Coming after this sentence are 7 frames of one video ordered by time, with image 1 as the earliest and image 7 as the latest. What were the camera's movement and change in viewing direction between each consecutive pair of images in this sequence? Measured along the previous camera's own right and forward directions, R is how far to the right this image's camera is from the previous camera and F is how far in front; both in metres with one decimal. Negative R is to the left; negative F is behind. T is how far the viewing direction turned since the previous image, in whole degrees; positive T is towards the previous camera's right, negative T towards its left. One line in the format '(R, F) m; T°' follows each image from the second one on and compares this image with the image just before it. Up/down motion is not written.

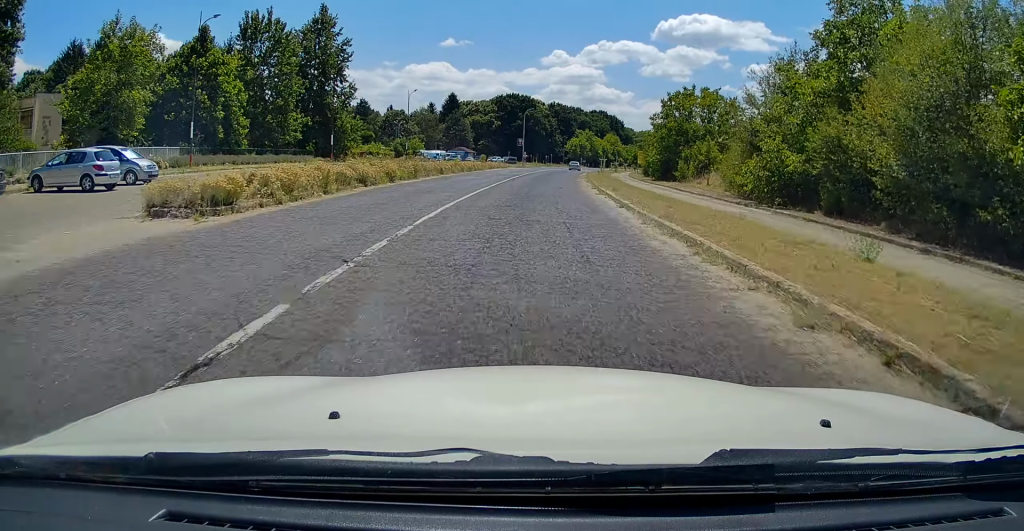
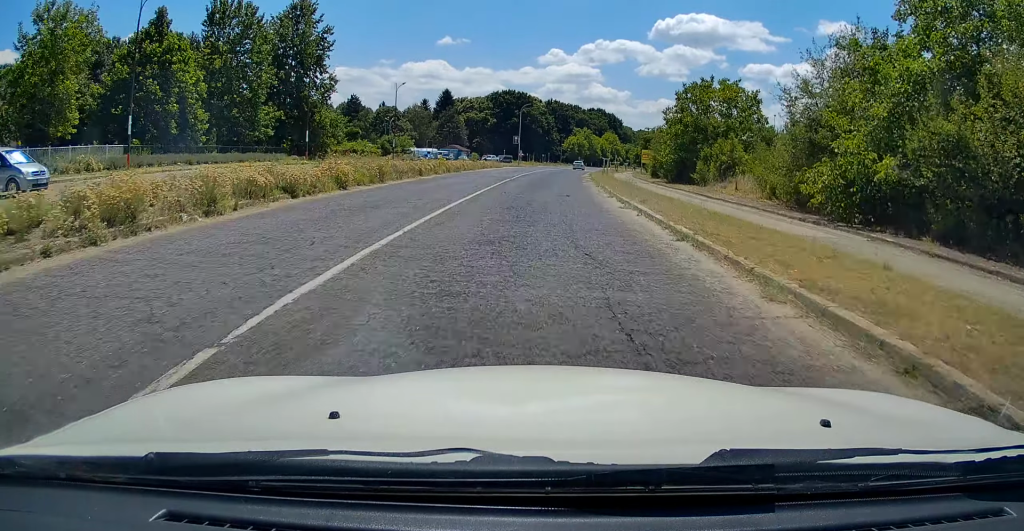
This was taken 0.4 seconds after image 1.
(0.0, +7.1) m; 0°
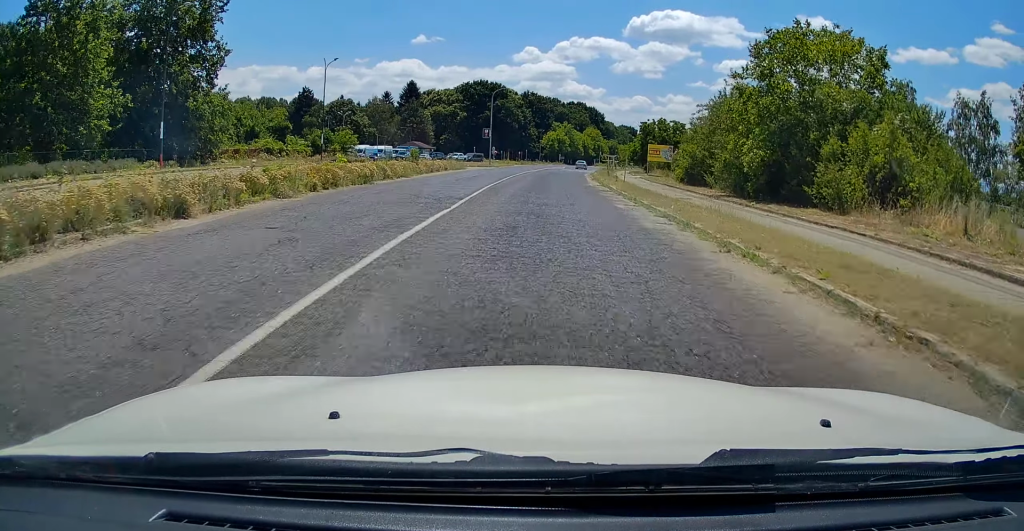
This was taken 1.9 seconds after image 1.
(+0.2, +23.7) m; +2°
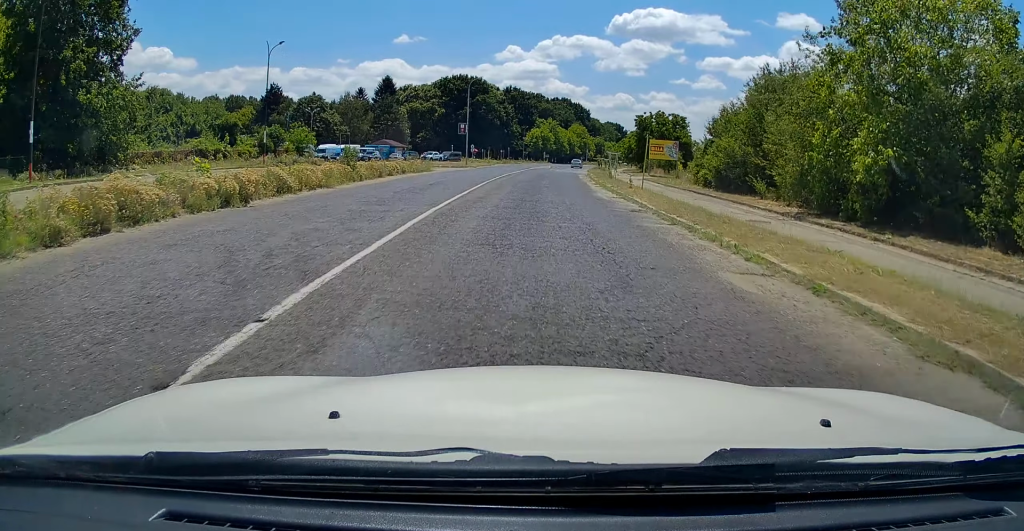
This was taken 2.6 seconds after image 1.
(+0.1, +11.2) m; +1°
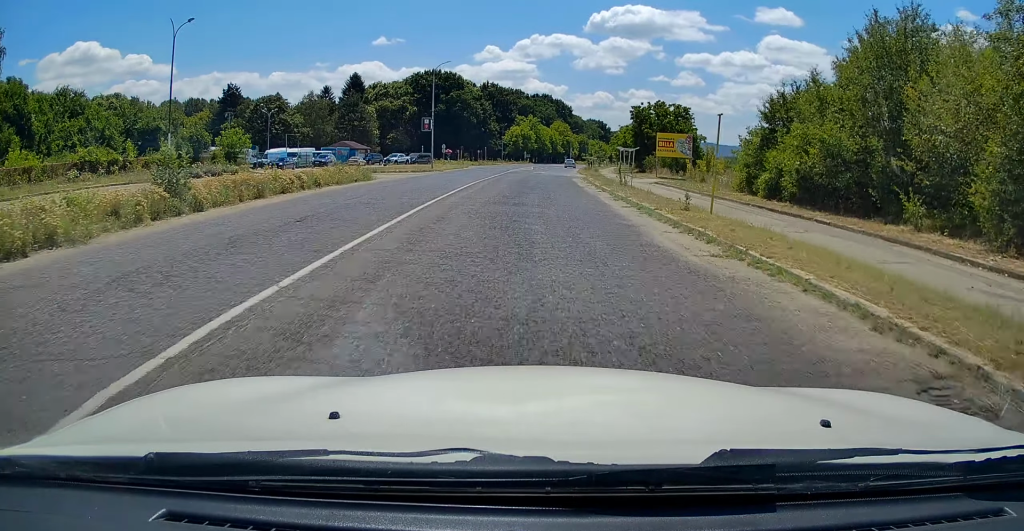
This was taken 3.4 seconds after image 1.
(+0.2, +13.9) m; +2°
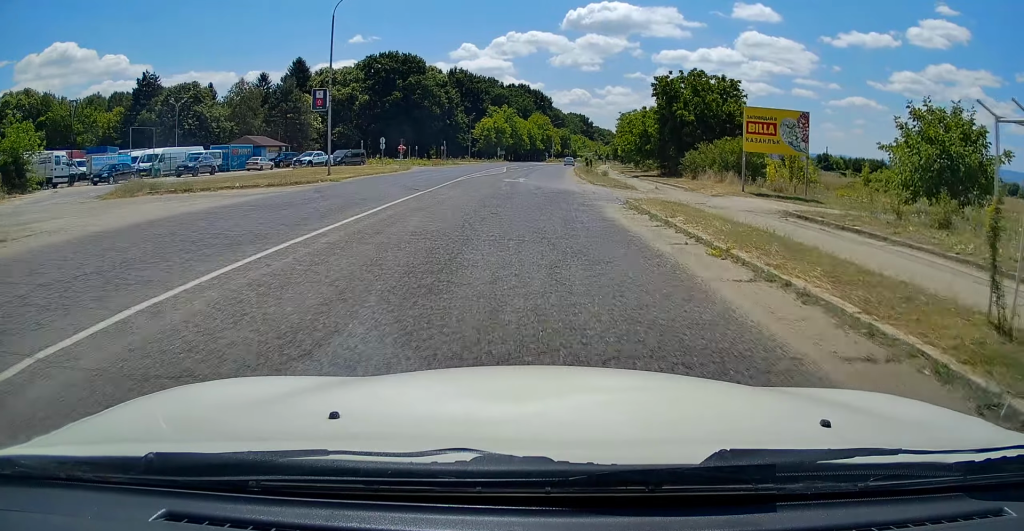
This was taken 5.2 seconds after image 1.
(+0.6, +28.1) m; +2°
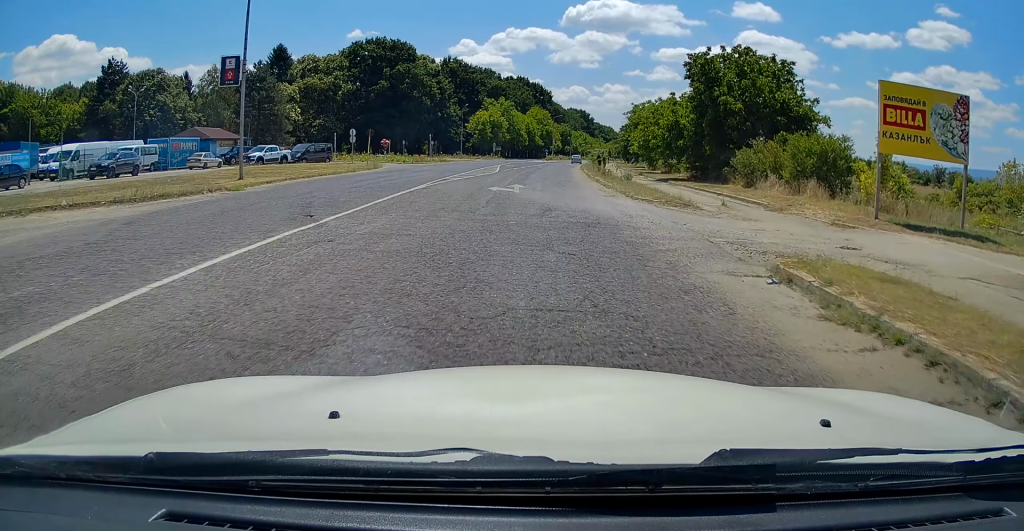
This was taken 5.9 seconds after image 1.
(+0.2, +11.6) m; +1°
